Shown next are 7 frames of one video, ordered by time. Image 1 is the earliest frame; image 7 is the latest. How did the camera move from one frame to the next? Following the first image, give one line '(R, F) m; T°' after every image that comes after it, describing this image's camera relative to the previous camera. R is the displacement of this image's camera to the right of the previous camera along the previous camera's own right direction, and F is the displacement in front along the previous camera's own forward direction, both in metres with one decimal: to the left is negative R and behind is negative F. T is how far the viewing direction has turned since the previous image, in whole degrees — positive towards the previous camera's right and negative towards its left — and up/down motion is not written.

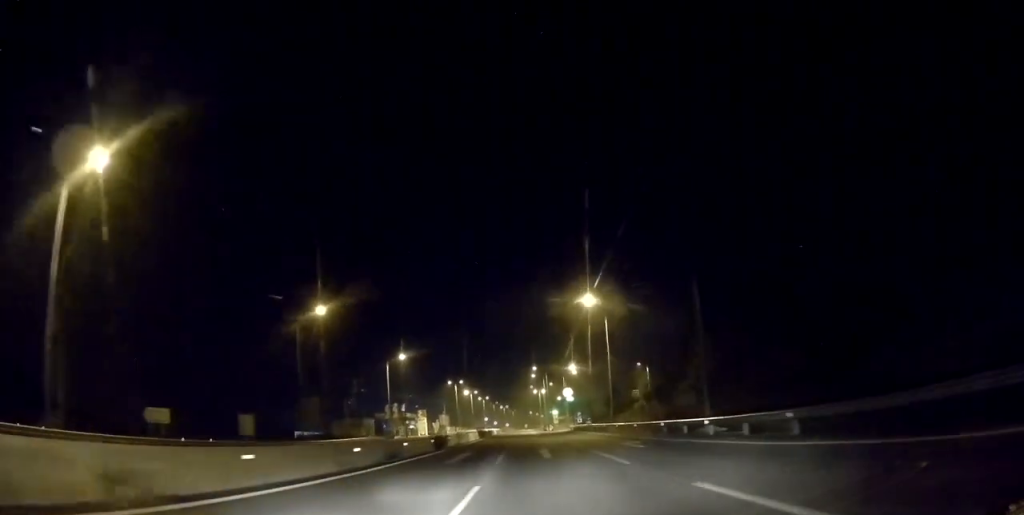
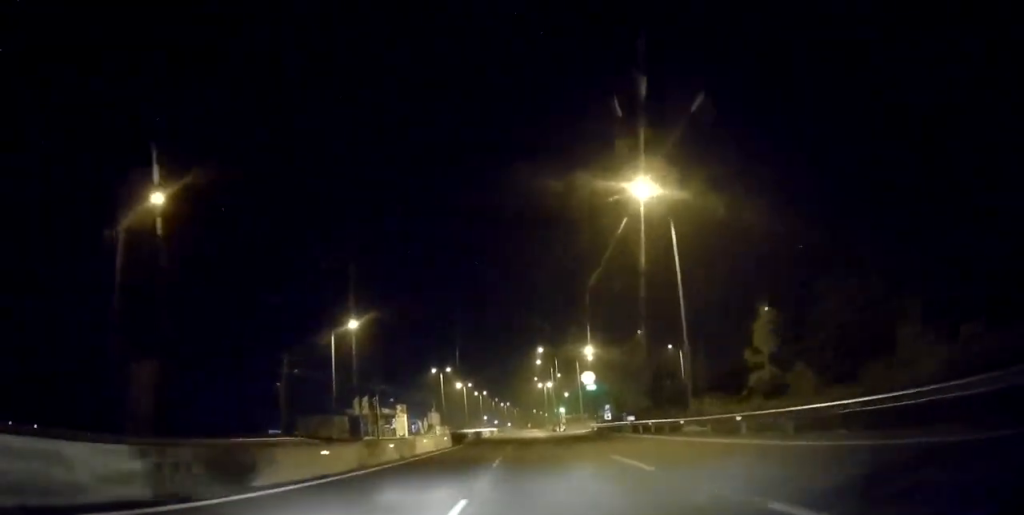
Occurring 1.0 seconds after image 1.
(-0.3, +27.3) m; 0°
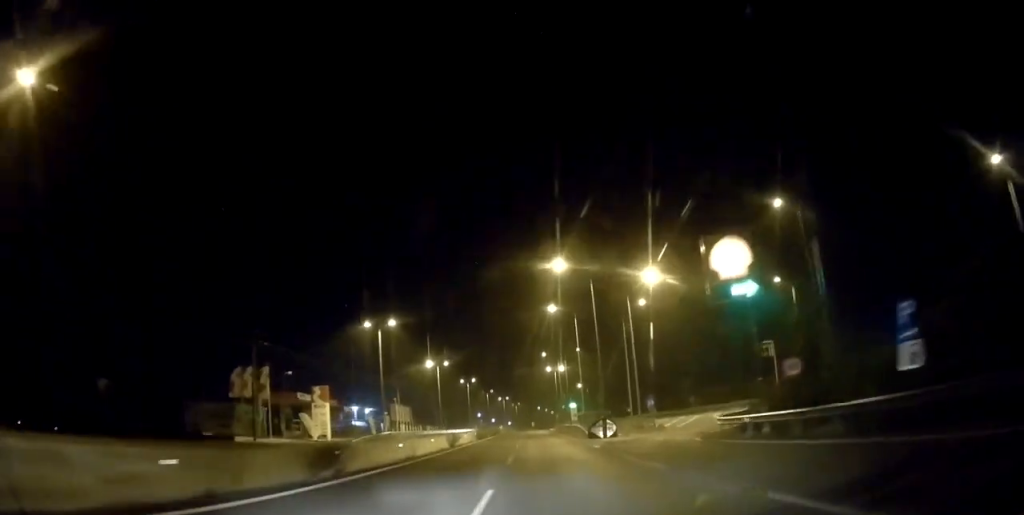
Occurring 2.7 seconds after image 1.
(-0.5, +48.1) m; -1°
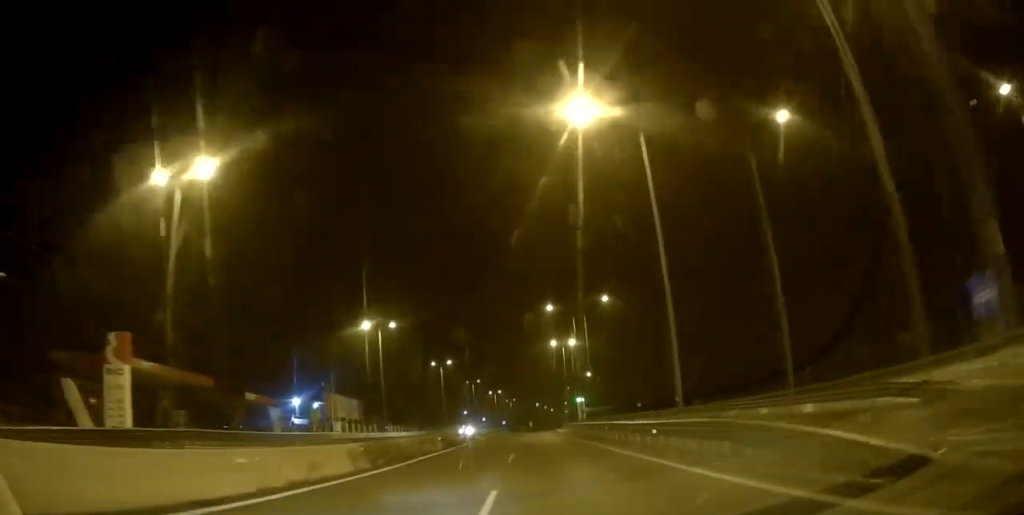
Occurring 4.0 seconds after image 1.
(+0.3, +38.2) m; +1°
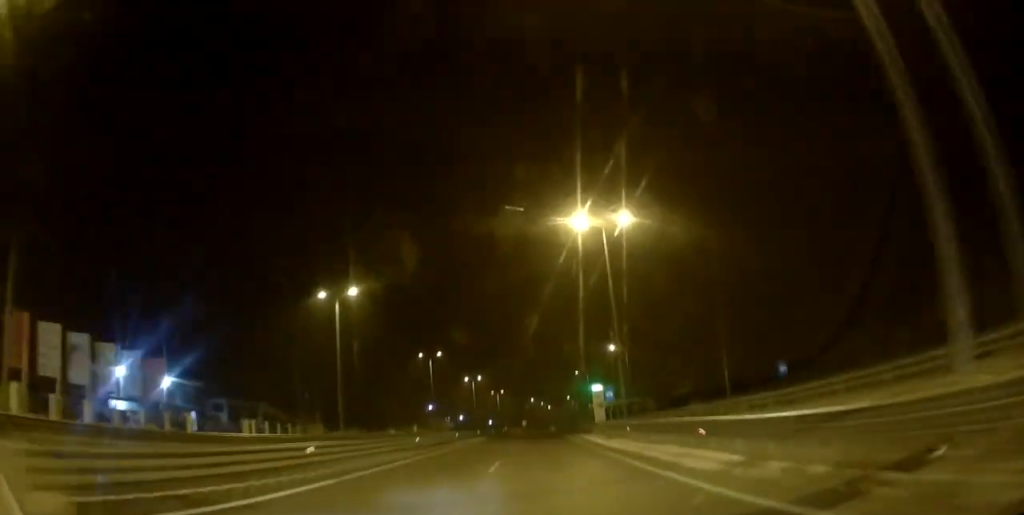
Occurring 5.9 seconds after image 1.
(-0.1, +53.0) m; 0°
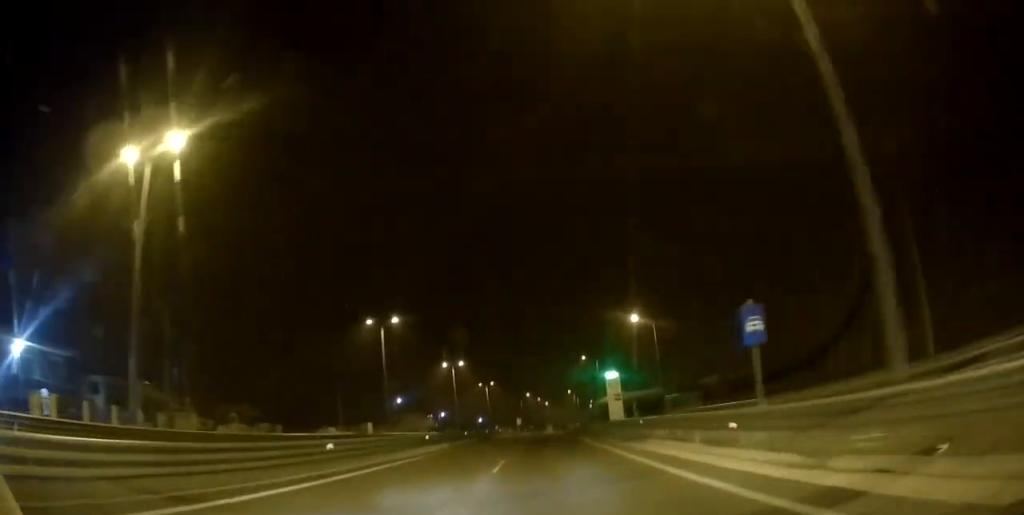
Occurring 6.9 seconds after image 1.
(+0.3, +25.6) m; +1°
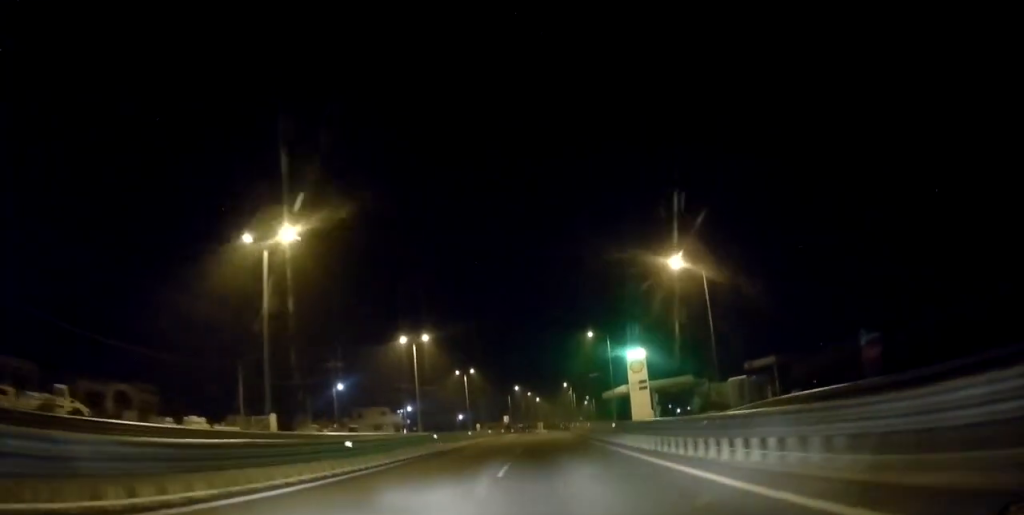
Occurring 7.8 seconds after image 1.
(+0.3, +25.9) m; +1°
